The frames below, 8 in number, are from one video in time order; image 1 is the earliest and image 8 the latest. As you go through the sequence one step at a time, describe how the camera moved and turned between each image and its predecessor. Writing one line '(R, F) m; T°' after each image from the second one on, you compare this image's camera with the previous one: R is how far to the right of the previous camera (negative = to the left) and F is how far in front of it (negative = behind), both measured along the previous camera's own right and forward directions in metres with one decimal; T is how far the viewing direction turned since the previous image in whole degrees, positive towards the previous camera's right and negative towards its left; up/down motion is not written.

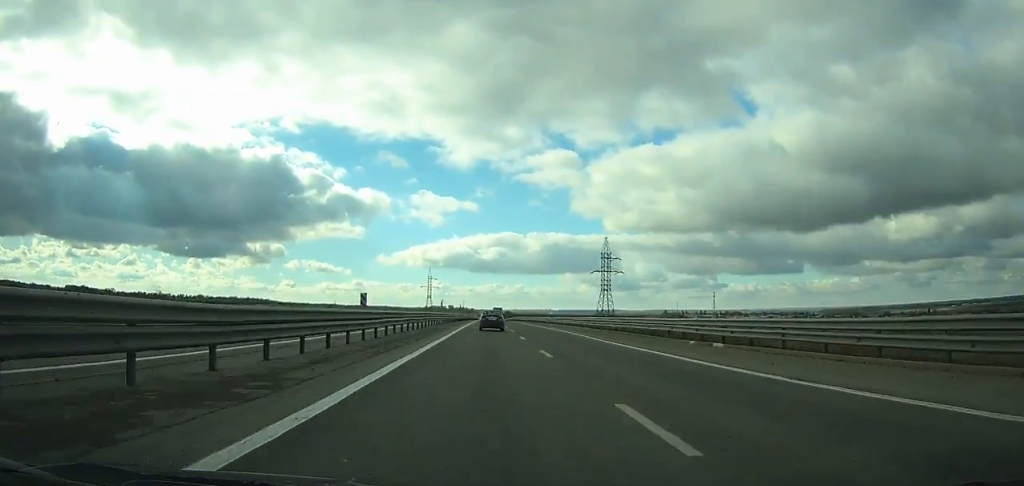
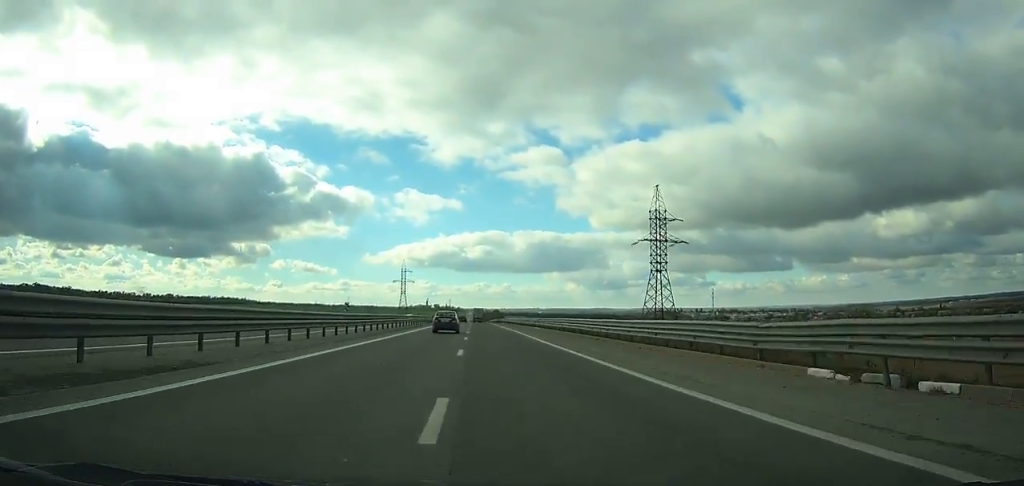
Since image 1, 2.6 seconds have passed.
(+0.5, +71.0) m; 0°
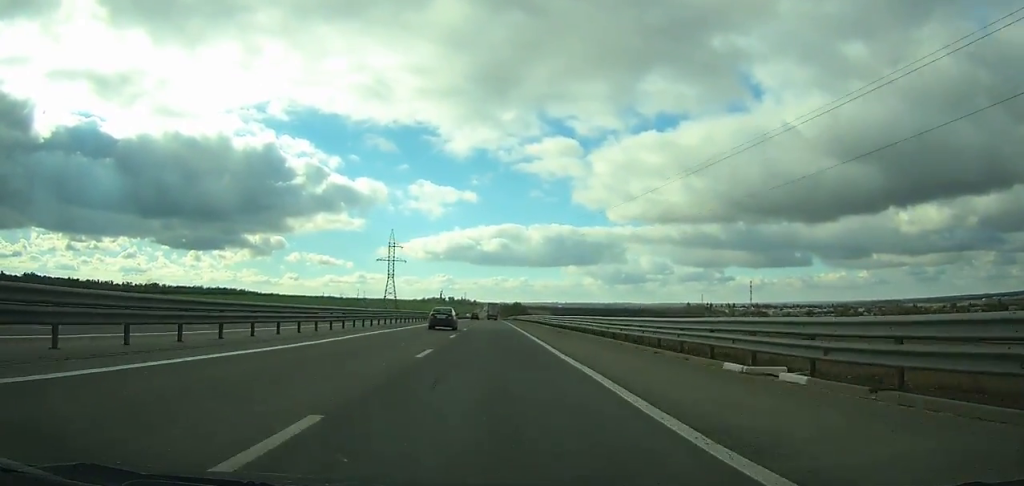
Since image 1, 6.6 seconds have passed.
(-0.5, +109.0) m; -1°
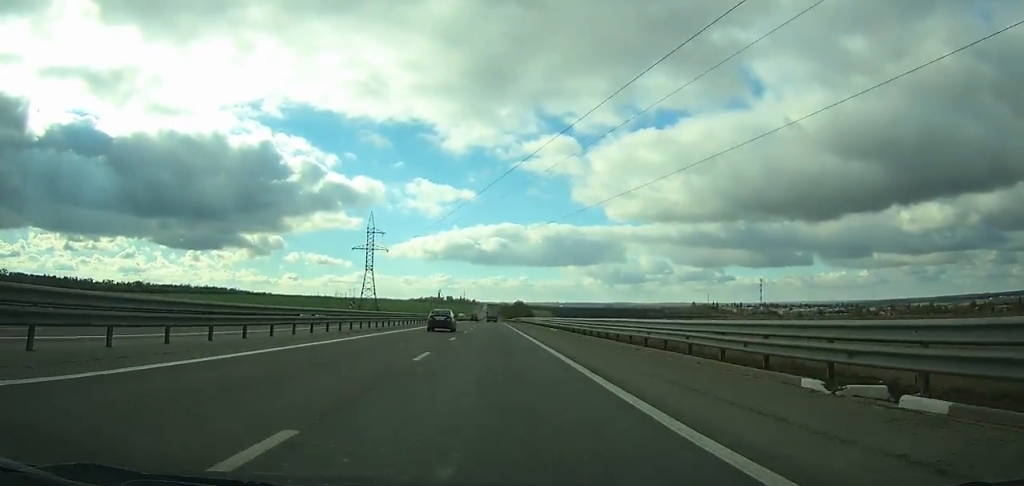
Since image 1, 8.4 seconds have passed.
(-0.1, +48.8) m; 0°
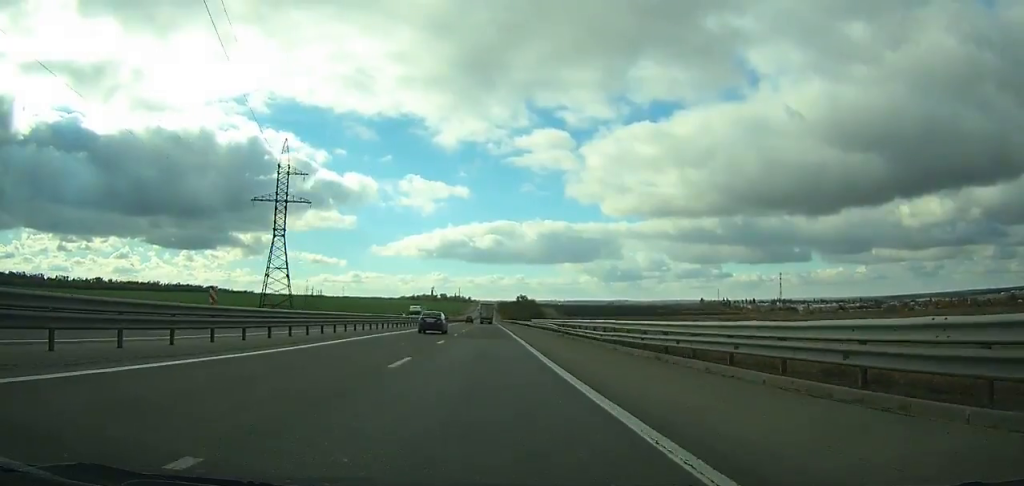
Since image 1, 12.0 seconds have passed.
(+0.1, +97.5) m; 0°
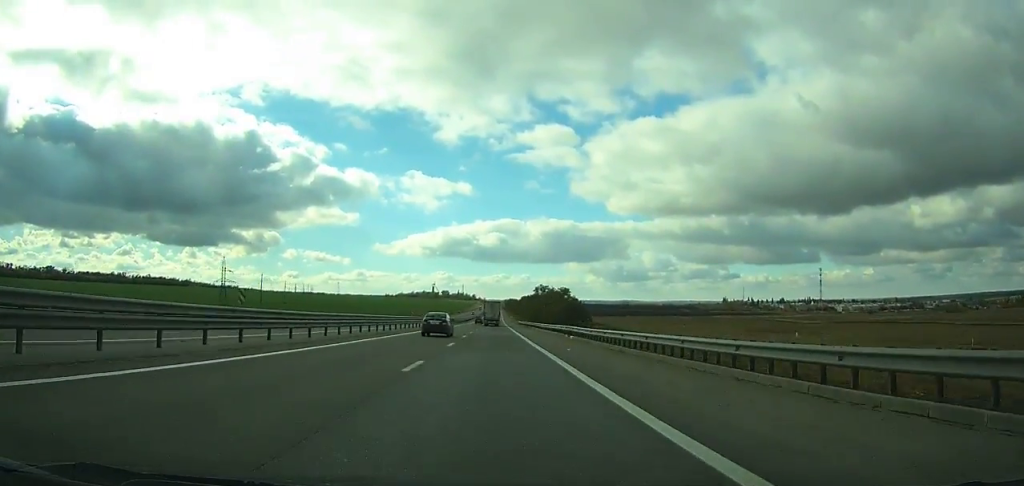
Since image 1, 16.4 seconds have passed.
(-0.4, +118.8) m; 0°
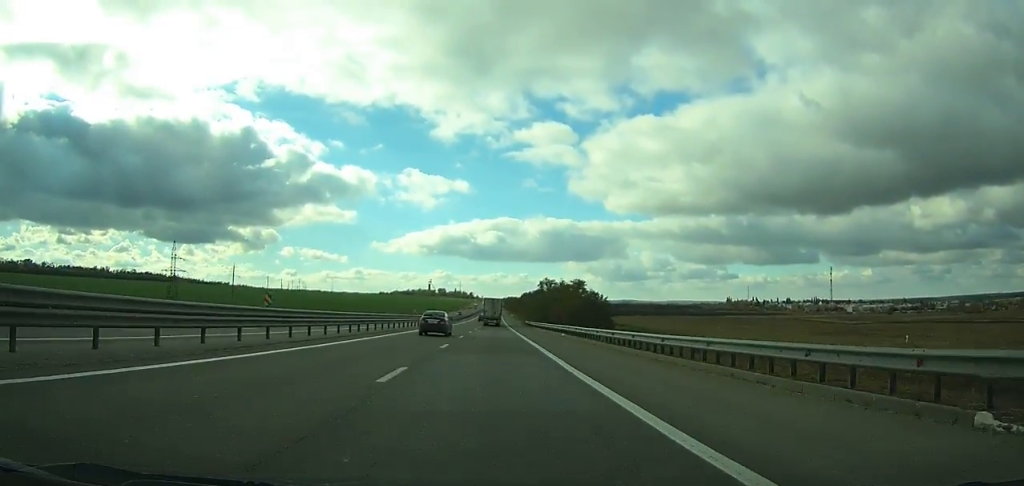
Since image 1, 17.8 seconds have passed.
(0.0, +37.6) m; 0°
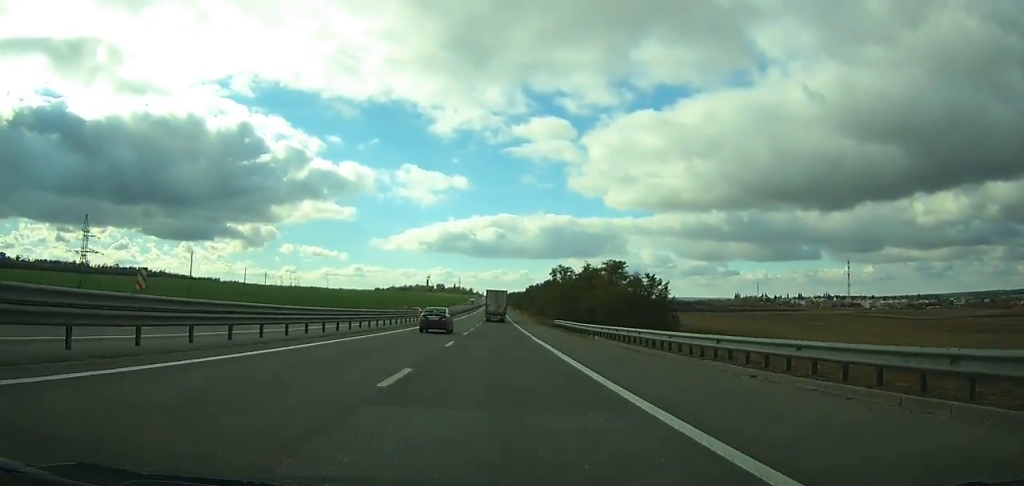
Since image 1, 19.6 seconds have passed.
(0.0, +48.2) m; 0°
